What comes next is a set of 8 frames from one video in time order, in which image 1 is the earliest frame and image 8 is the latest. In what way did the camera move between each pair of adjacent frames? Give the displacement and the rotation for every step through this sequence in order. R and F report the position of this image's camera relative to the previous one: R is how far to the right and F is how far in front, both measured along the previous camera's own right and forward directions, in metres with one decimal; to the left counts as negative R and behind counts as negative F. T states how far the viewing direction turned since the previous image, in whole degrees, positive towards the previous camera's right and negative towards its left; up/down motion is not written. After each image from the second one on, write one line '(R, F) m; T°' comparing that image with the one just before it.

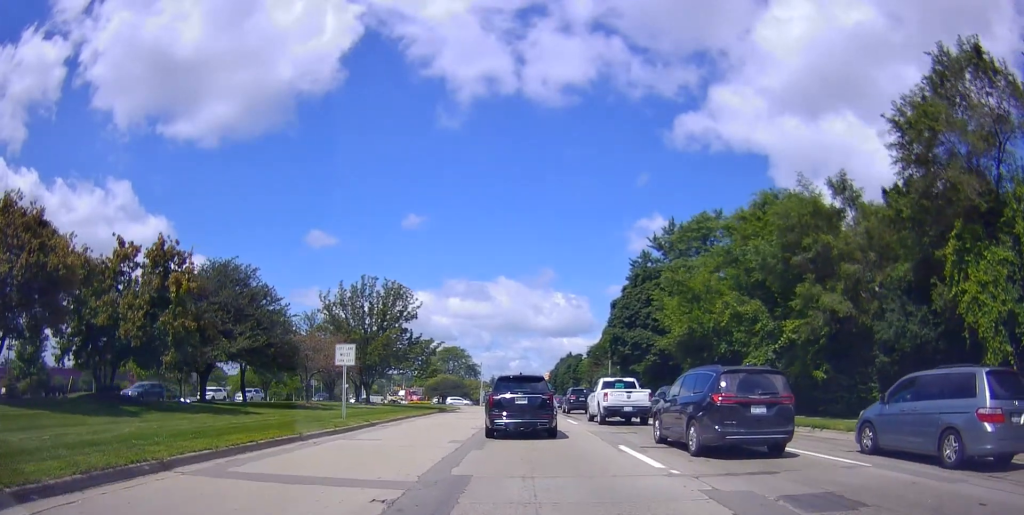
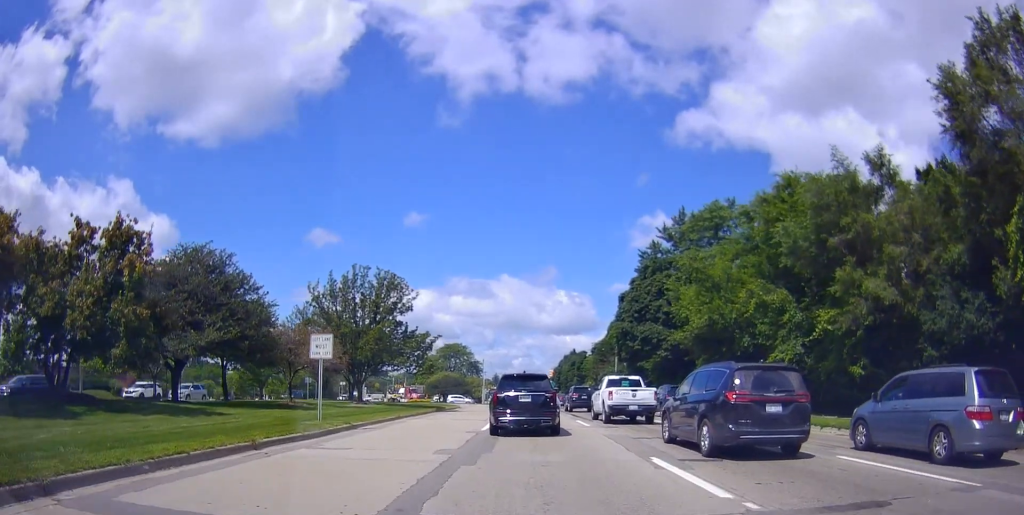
(0.0, +3.5) m; 0°
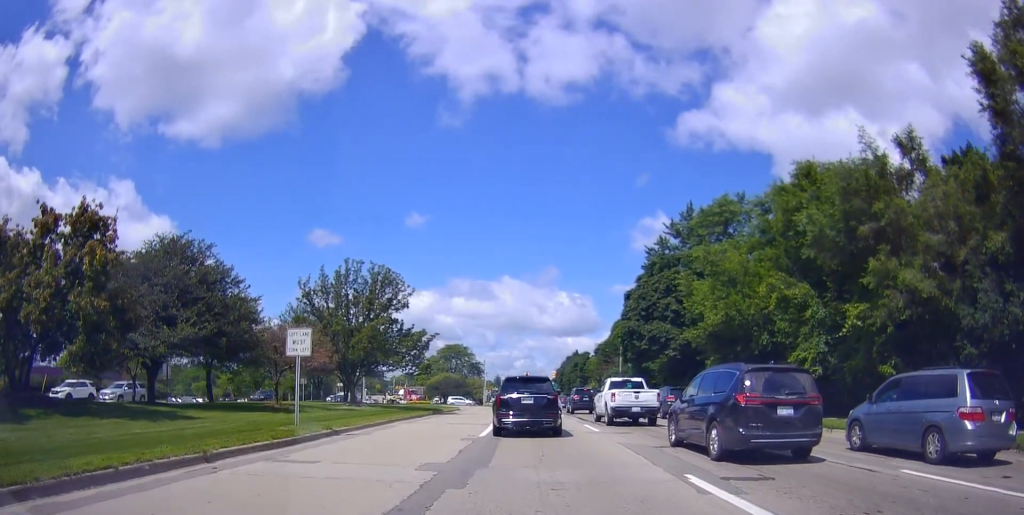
(0.0, +2.4) m; 0°
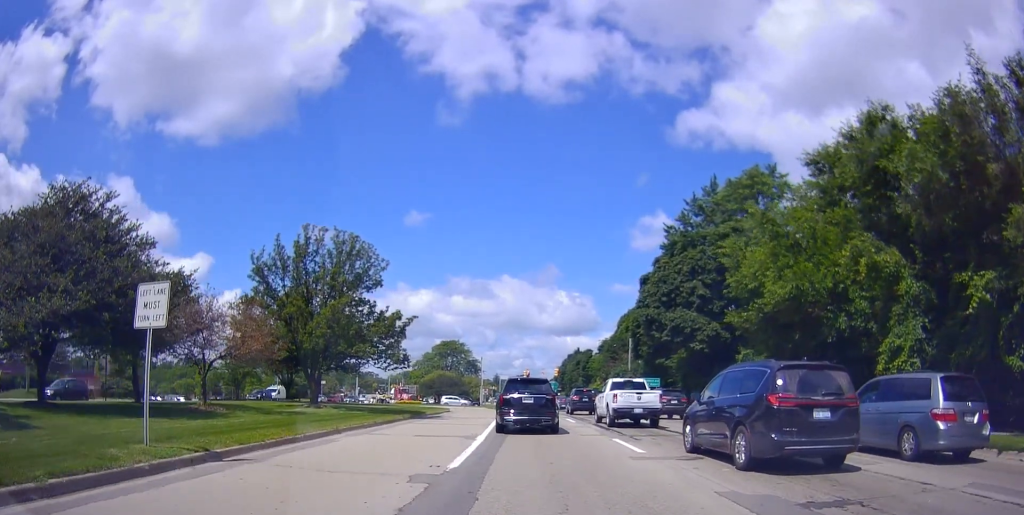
(0.0, +7.7) m; 0°
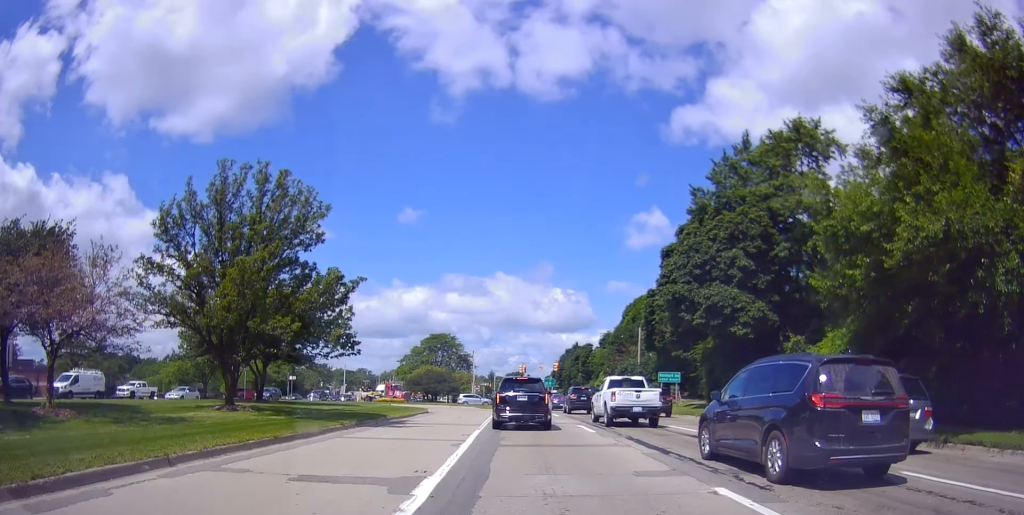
(0.0, +8.9) m; 0°
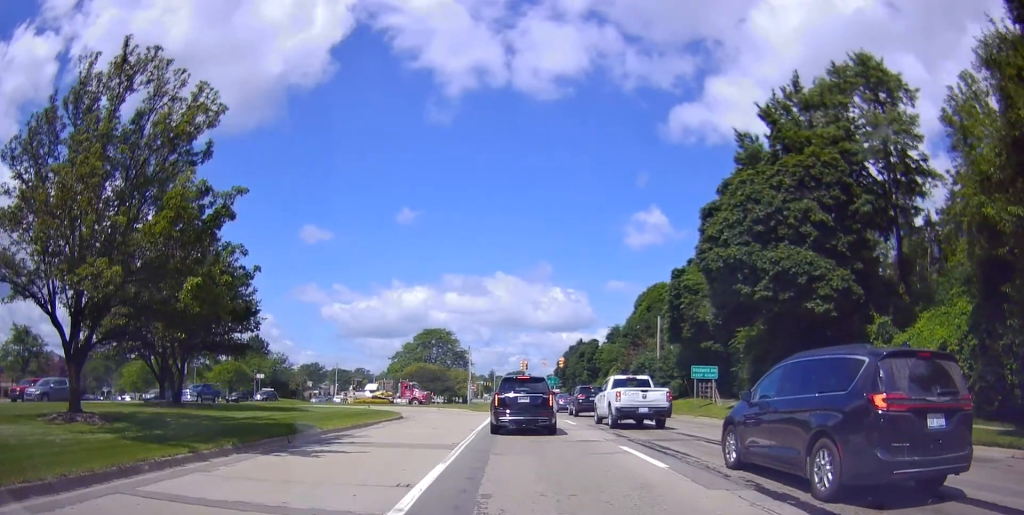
(0.0, +9.0) m; 0°
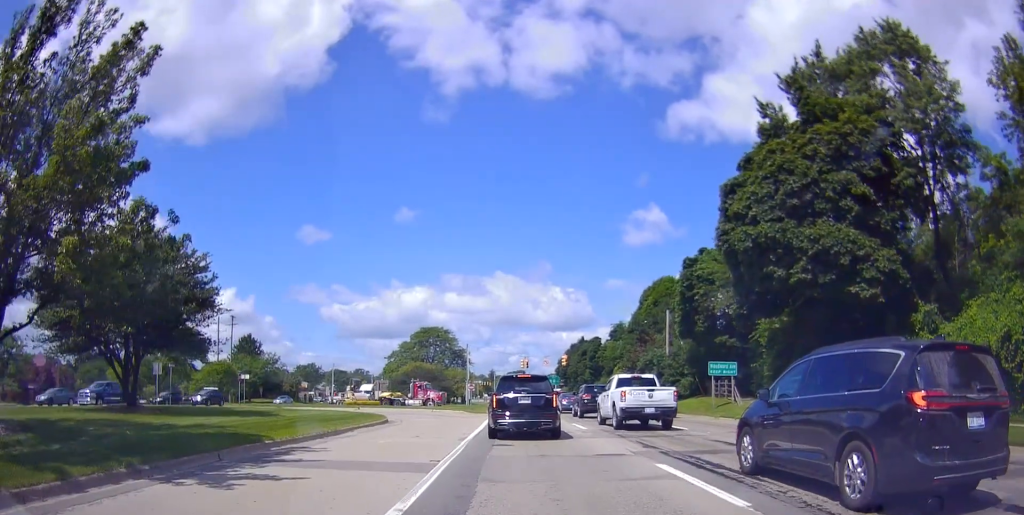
(0.0, +3.6) m; 0°
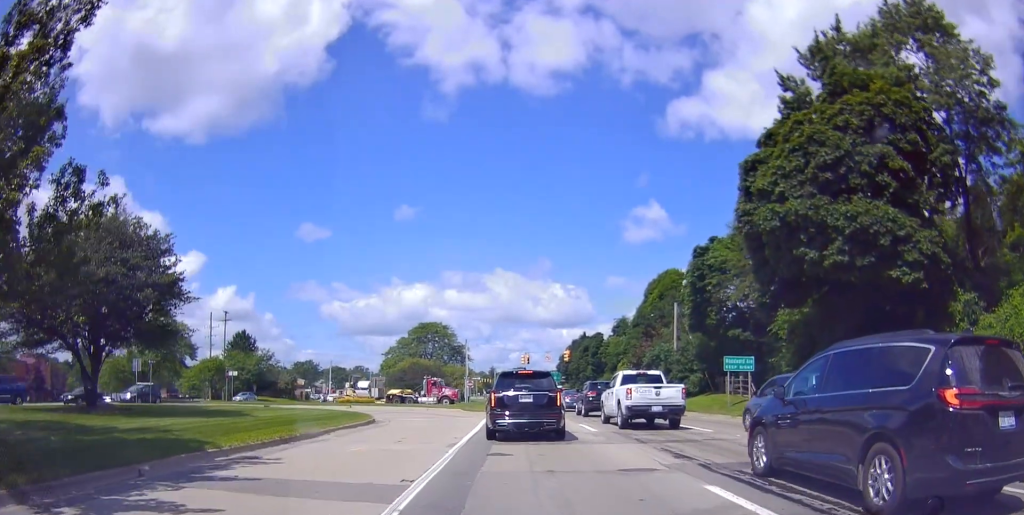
(0.0, +3.0) m; 0°
